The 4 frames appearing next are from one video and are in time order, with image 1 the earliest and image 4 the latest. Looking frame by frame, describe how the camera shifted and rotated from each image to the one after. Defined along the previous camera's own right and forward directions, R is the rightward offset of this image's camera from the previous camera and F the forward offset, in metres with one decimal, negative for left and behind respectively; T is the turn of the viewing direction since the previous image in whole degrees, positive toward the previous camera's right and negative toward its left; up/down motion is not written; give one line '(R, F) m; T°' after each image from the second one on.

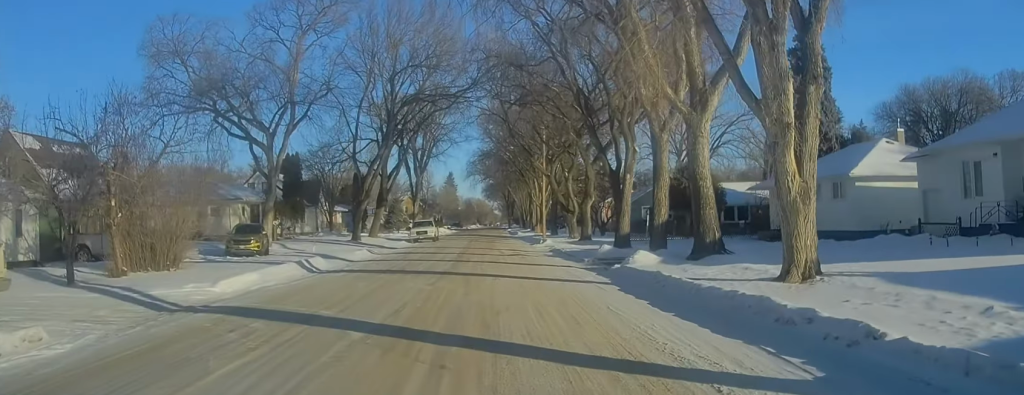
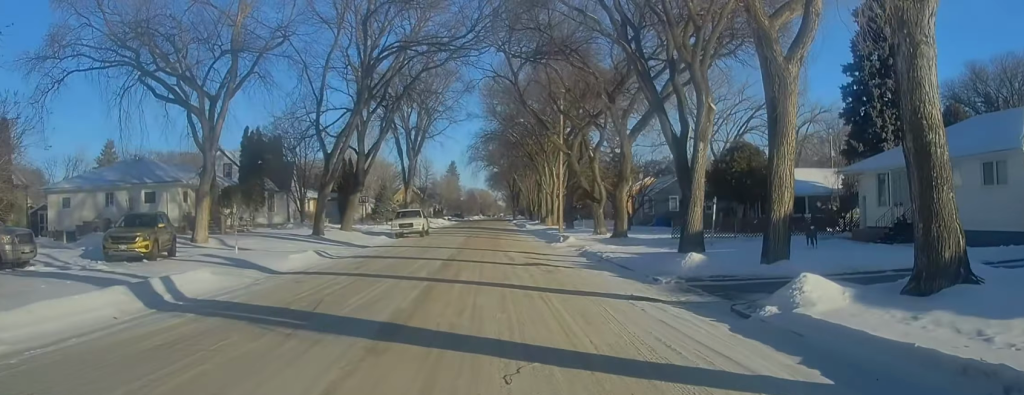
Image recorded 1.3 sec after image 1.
(+0.3, +12.1) m; +3°
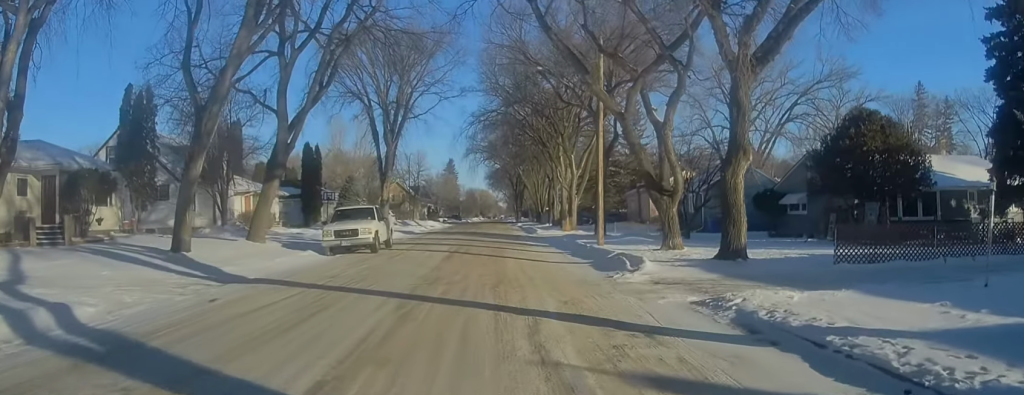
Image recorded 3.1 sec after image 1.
(-0.3, +17.6) m; -3°
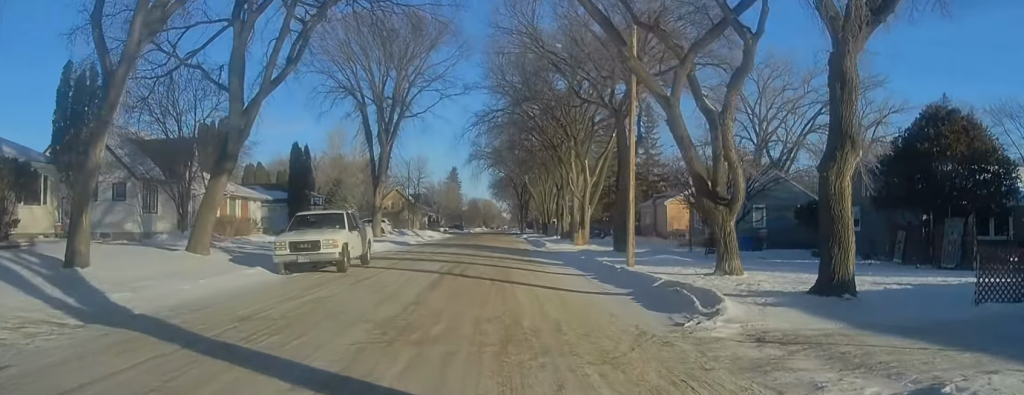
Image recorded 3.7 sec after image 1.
(0.0, +5.8) m; 0°
